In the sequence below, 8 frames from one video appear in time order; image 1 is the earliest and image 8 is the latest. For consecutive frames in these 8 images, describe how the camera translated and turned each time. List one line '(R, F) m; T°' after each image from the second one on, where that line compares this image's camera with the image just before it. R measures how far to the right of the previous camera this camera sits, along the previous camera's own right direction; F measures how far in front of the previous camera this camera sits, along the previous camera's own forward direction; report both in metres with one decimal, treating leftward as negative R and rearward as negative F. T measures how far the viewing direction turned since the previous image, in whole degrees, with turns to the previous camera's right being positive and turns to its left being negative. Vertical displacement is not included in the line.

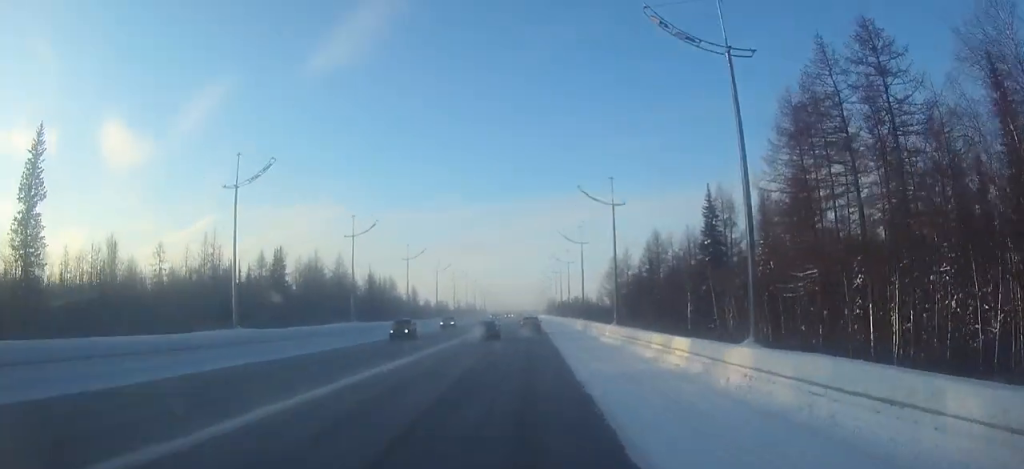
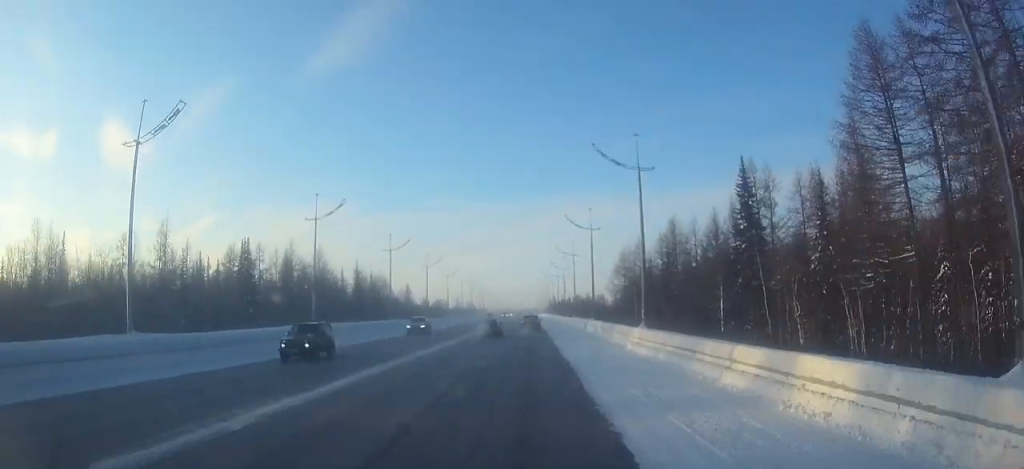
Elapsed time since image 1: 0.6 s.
(0.0, +10.3) m; 0°
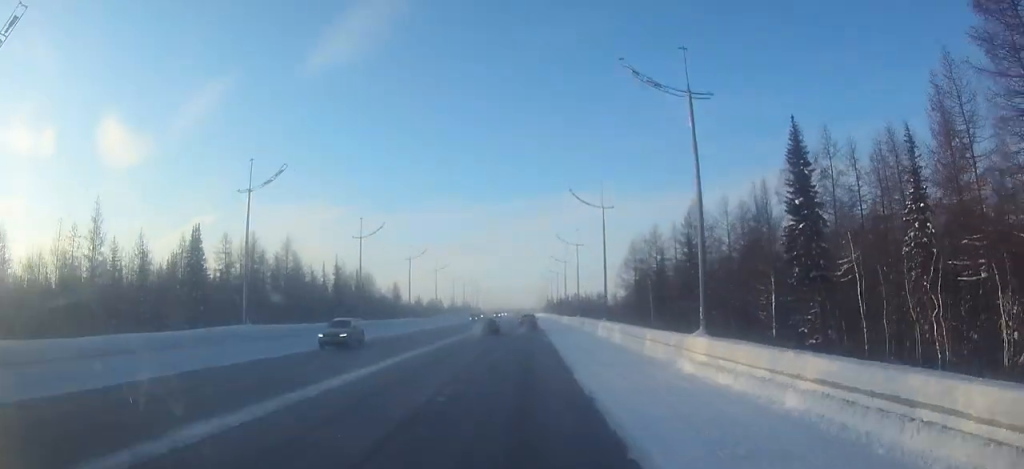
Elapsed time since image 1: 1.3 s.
(0.0, +11.4) m; 0°
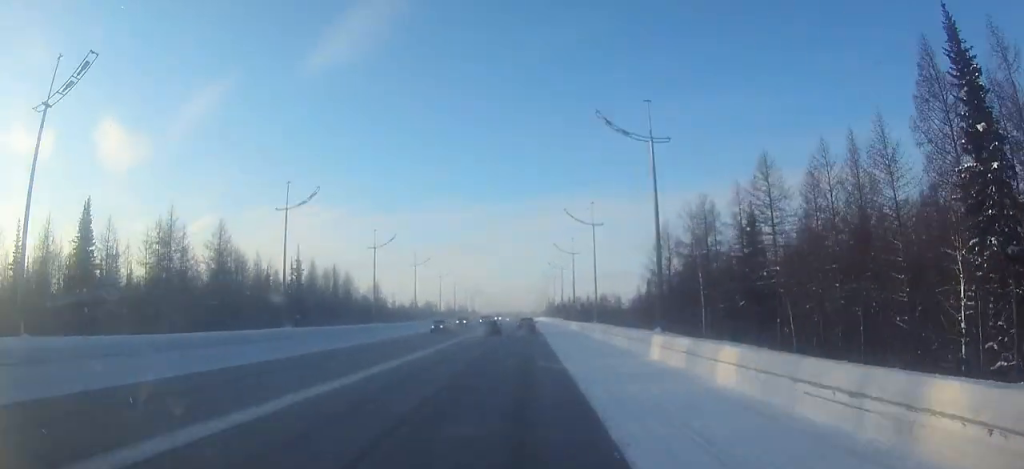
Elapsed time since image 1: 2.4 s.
(0.0, +18.9) m; 0°
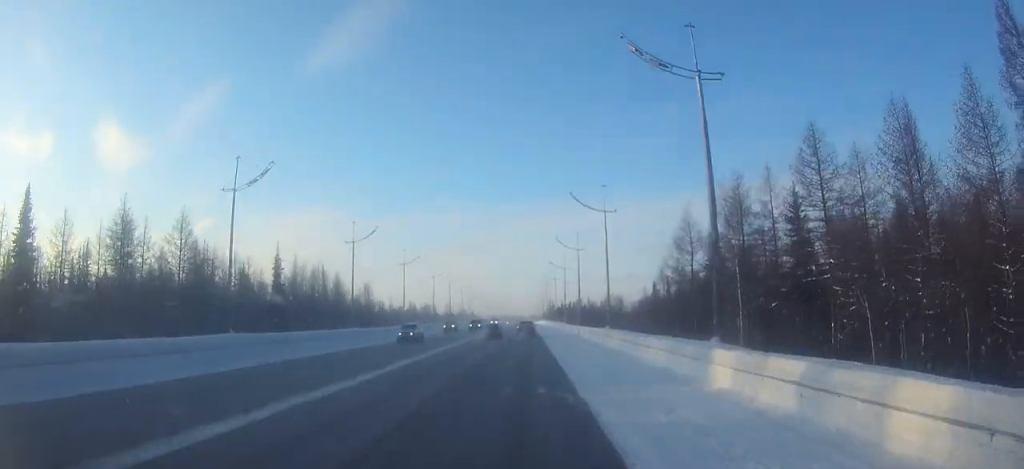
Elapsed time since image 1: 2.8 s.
(0.0, +8.1) m; 0°
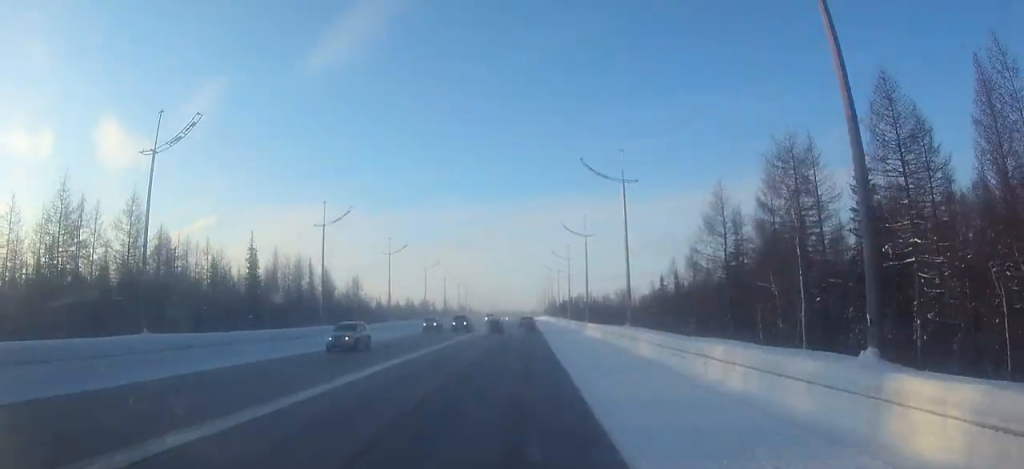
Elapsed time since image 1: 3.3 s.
(0.0, +8.7) m; 0°
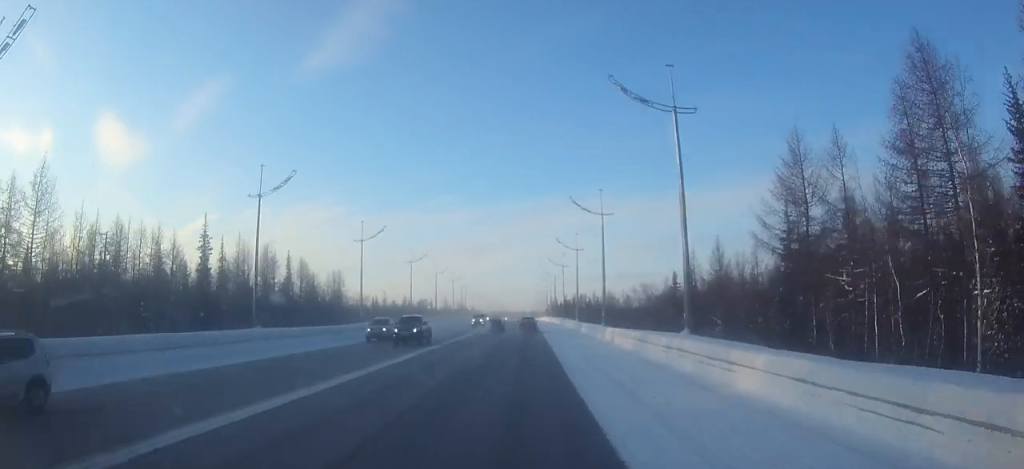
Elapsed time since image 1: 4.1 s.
(0.0, +12.7) m; 0°
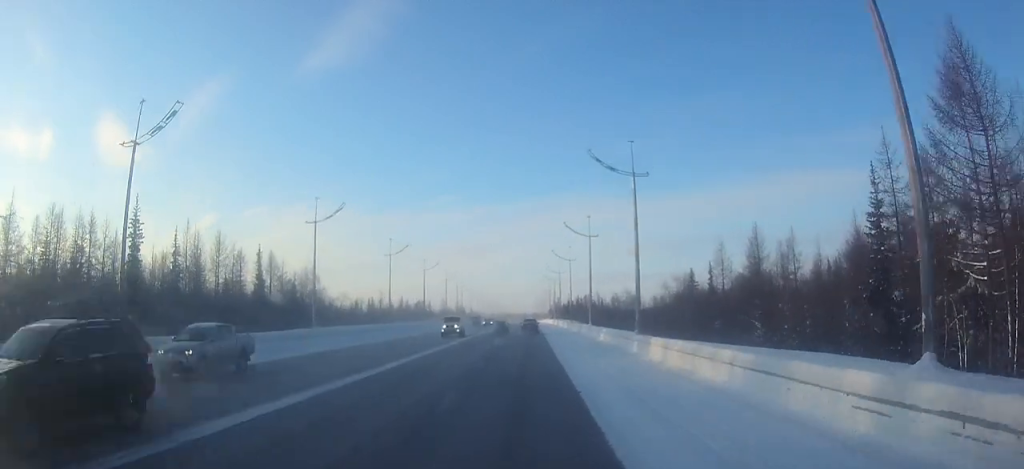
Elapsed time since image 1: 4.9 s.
(0.0, +13.9) m; 0°
